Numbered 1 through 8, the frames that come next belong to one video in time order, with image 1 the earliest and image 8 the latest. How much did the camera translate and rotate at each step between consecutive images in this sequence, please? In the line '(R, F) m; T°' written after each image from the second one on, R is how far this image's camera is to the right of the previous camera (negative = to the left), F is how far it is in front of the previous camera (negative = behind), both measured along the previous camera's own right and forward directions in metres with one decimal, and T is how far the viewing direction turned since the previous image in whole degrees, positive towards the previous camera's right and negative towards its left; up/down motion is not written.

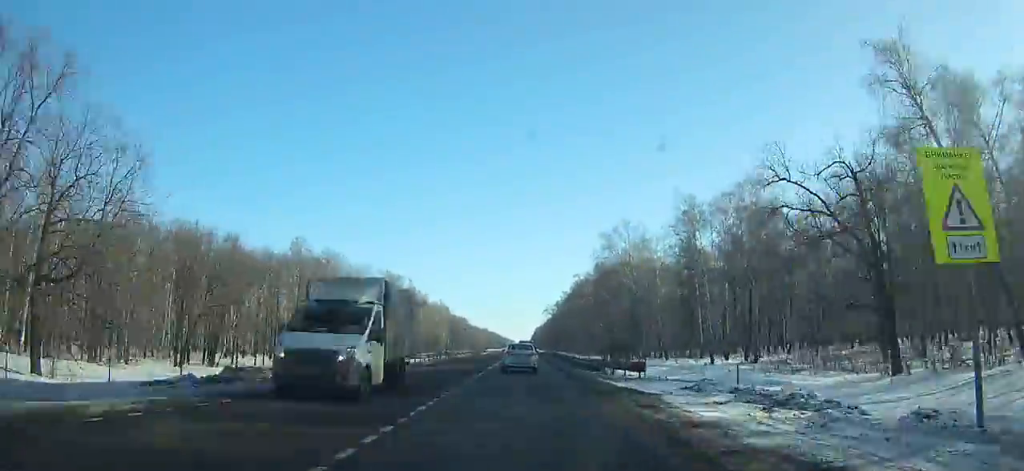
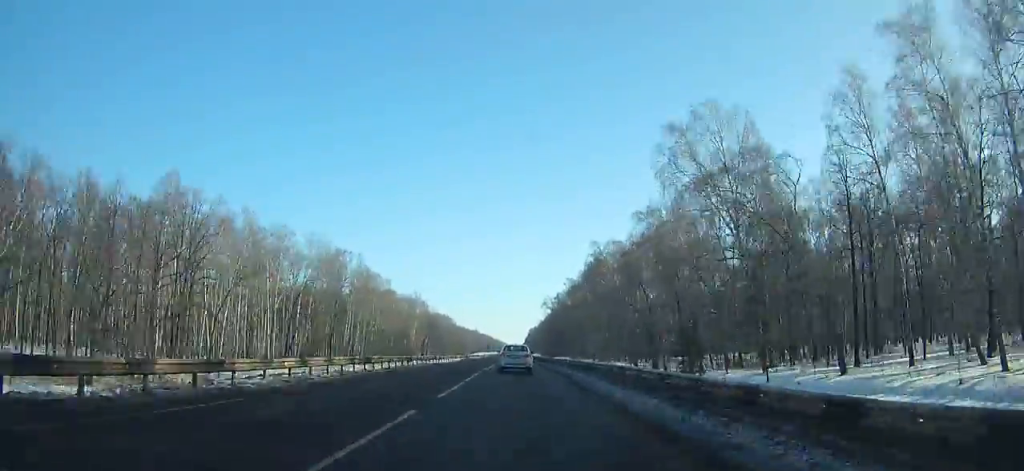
(-0.4, +51.9) m; 0°
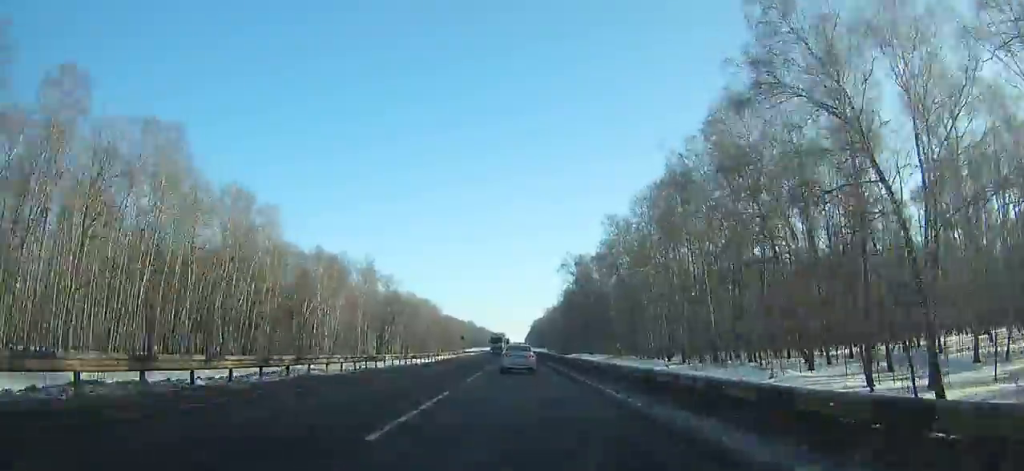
(+0.1, +77.9) m; 0°
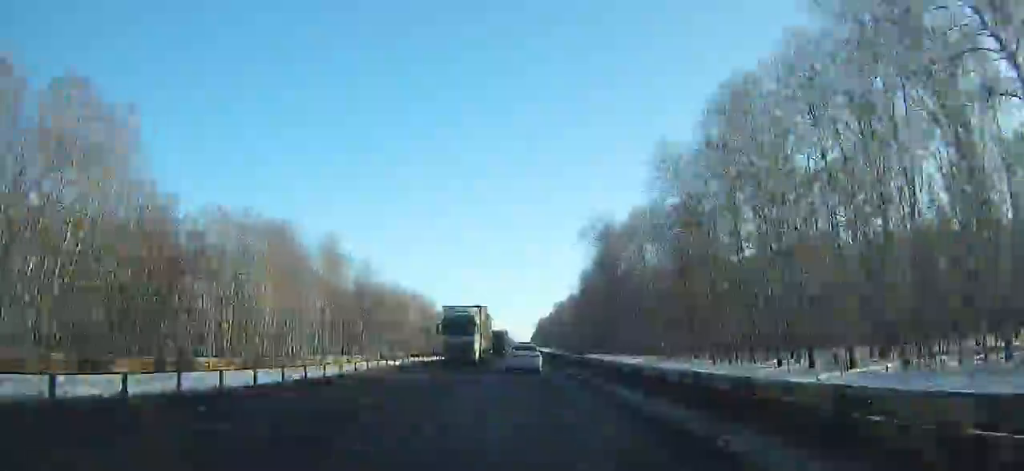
(+0.1, +35.2) m; 0°
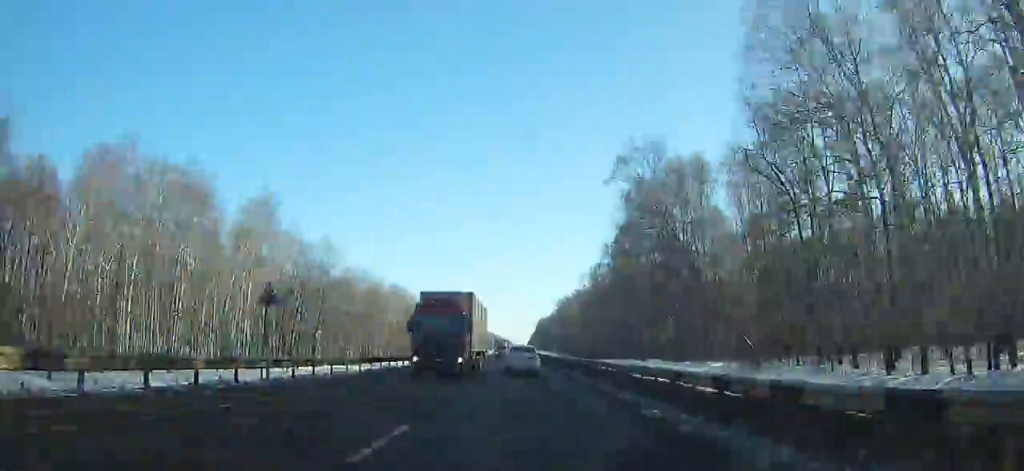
(0.0, +31.5) m; 0°
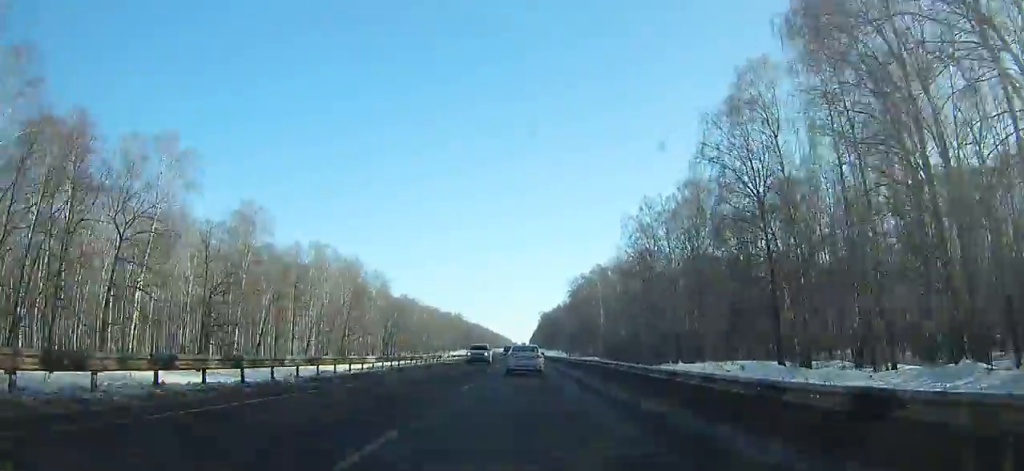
(-0.2, +60.0) m; 0°
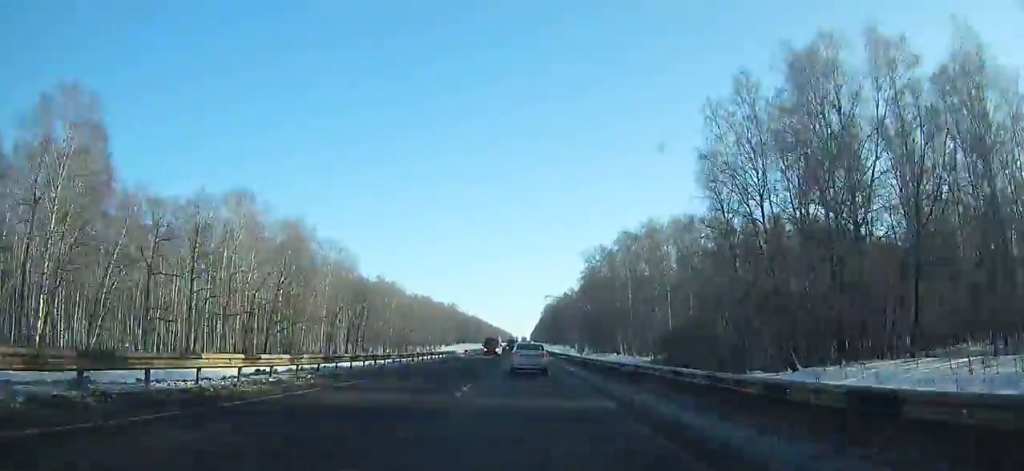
(0.0, +38.4) m; 0°
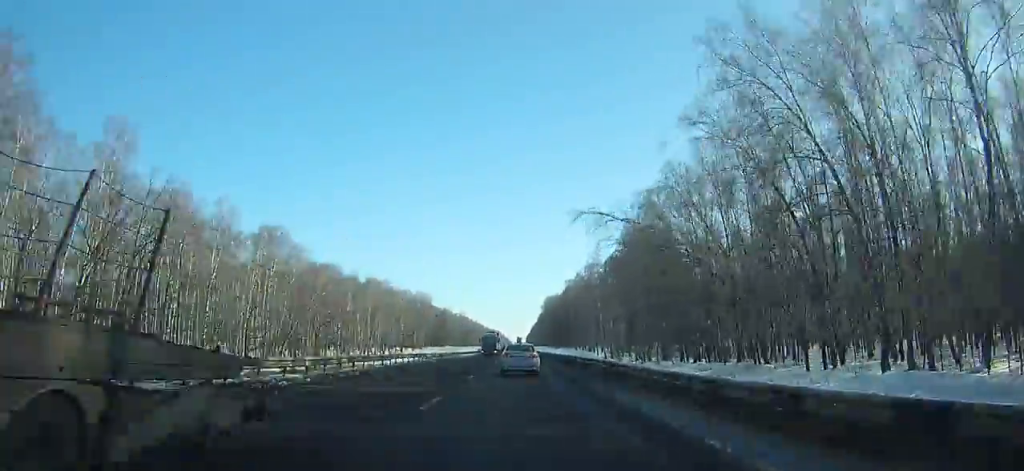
(0.0, +86.2) m; 0°
